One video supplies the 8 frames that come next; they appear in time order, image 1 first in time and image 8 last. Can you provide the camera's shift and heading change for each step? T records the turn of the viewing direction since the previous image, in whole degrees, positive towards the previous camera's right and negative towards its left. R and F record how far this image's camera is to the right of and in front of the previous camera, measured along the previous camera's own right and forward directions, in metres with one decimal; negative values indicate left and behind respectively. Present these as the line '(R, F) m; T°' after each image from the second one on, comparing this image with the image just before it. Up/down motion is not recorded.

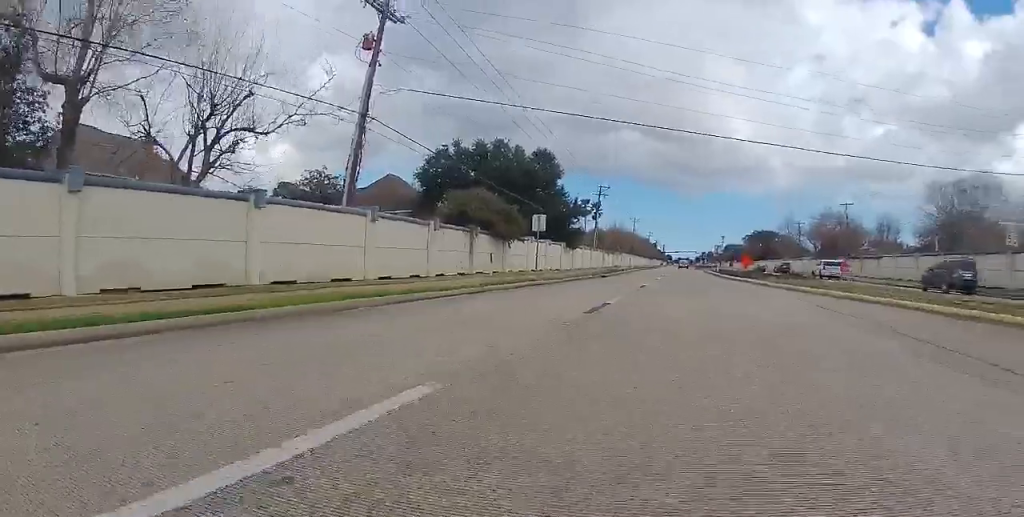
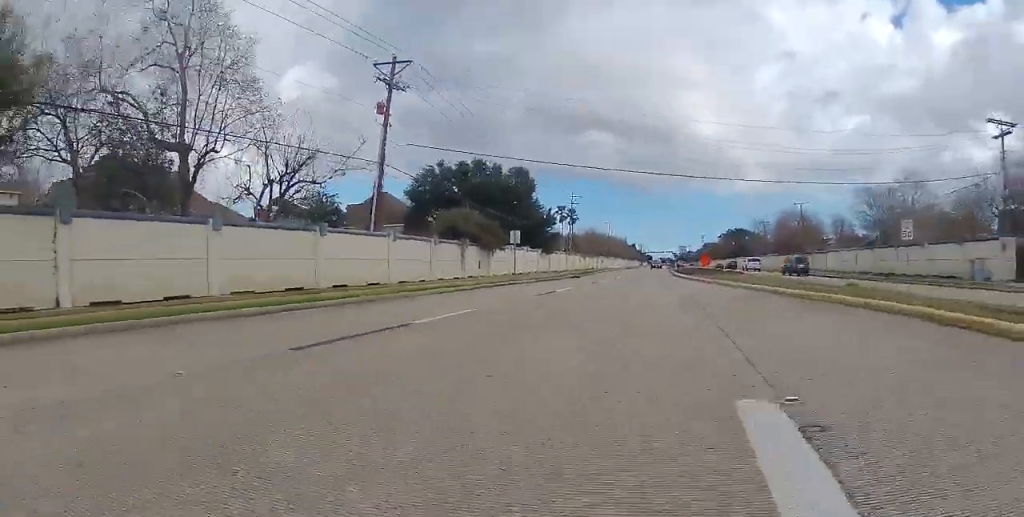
(+0.1, +7.8) m; +1°
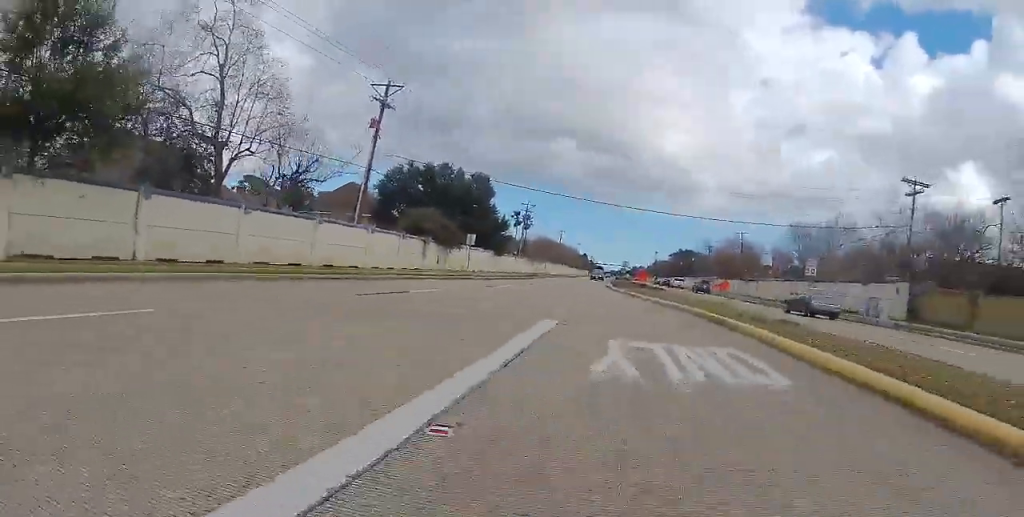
(0.0, +6.3) m; +3°
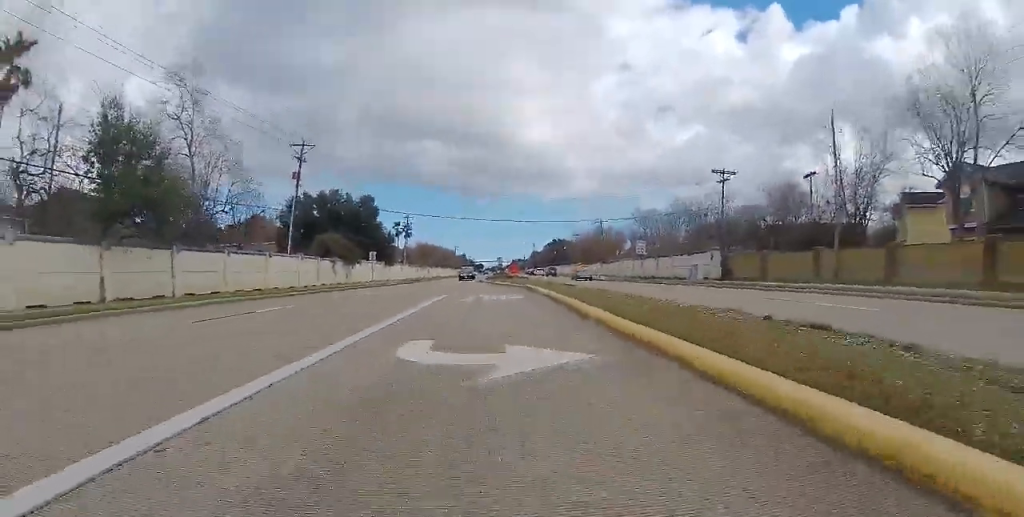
(+0.9, +11.6) m; +13°
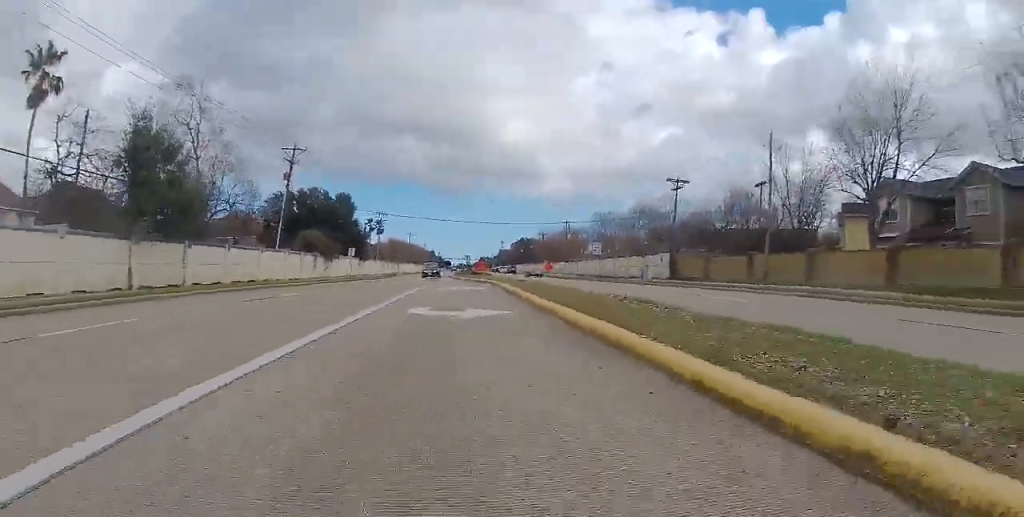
(+0.5, +4.8) m; +2°
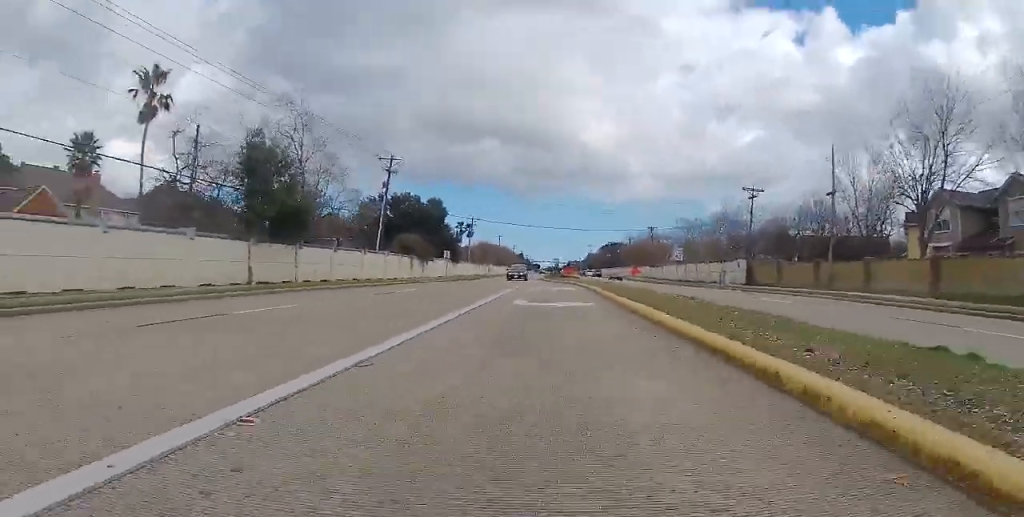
(+0.2, +3.4) m; +1°
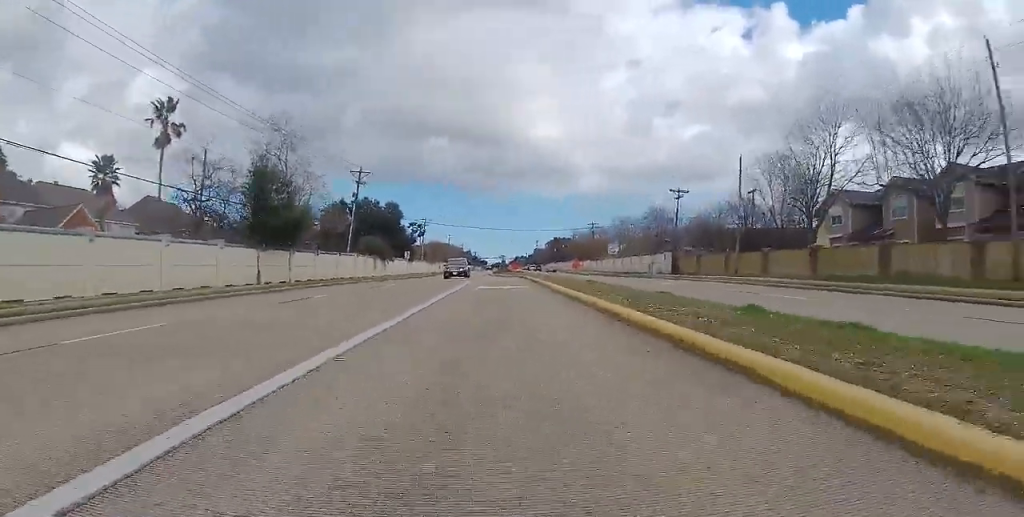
(-0.4, +8.0) m; -3°
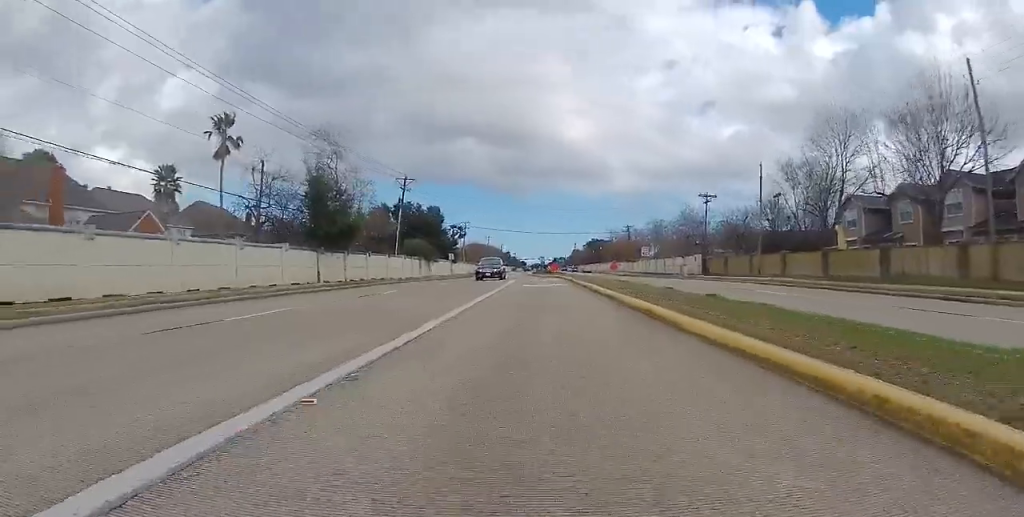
(0.0, +3.8) m; 0°
